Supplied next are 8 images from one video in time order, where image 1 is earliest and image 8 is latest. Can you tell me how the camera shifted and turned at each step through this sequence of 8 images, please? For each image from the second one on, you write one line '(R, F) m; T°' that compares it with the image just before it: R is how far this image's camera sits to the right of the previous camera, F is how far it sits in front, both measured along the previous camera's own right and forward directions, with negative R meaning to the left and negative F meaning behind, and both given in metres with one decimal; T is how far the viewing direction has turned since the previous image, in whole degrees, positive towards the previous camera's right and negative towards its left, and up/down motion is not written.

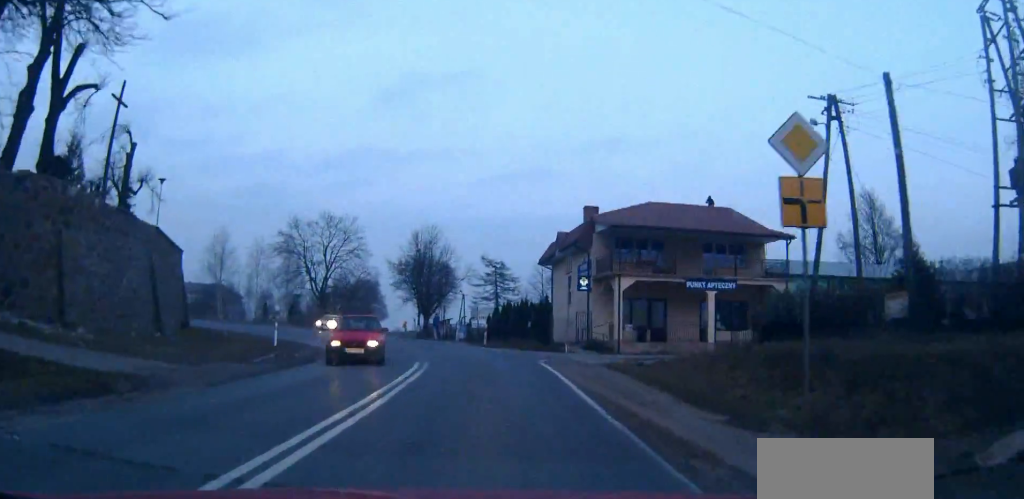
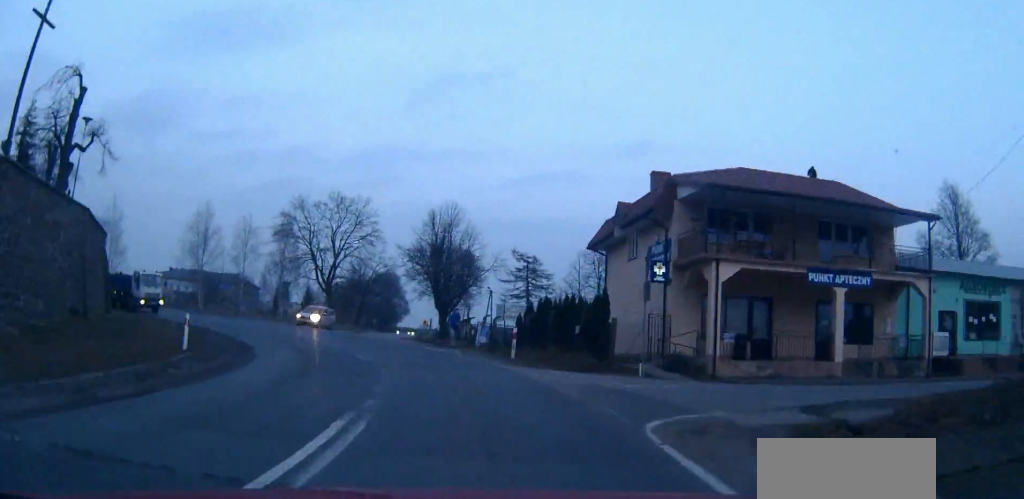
(-0.2, +12.9) m; -2°
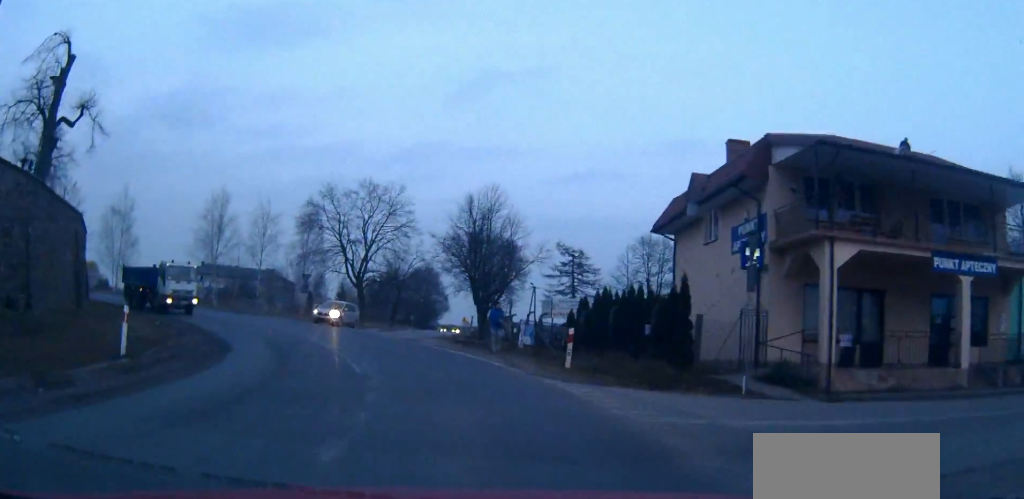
(-0.2, +6.2) m; -3°
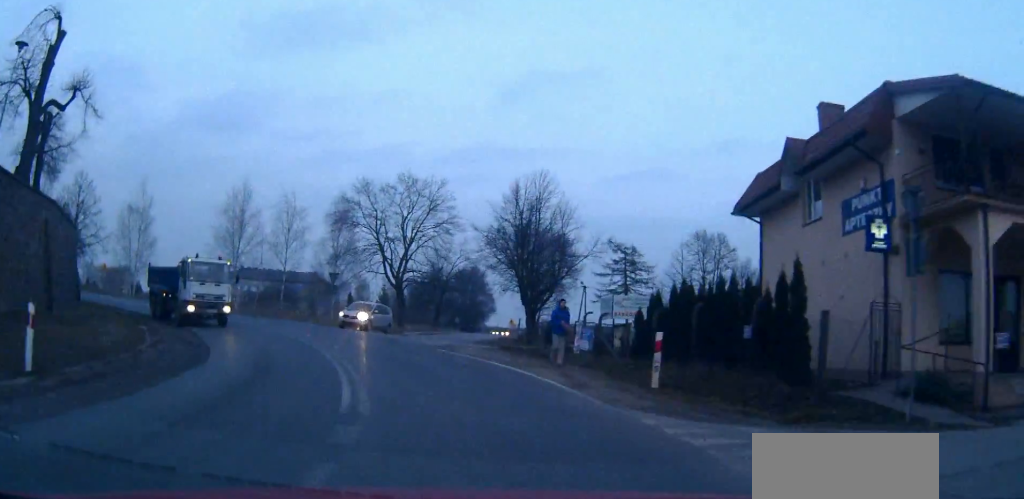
(+0.1, +5.4) m; -2°
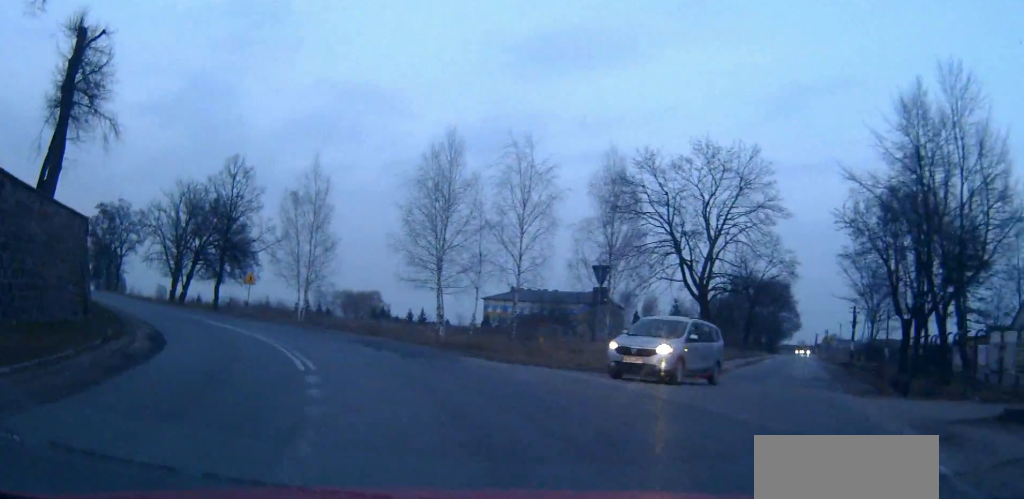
(-3.5, +21.9) m; -20°
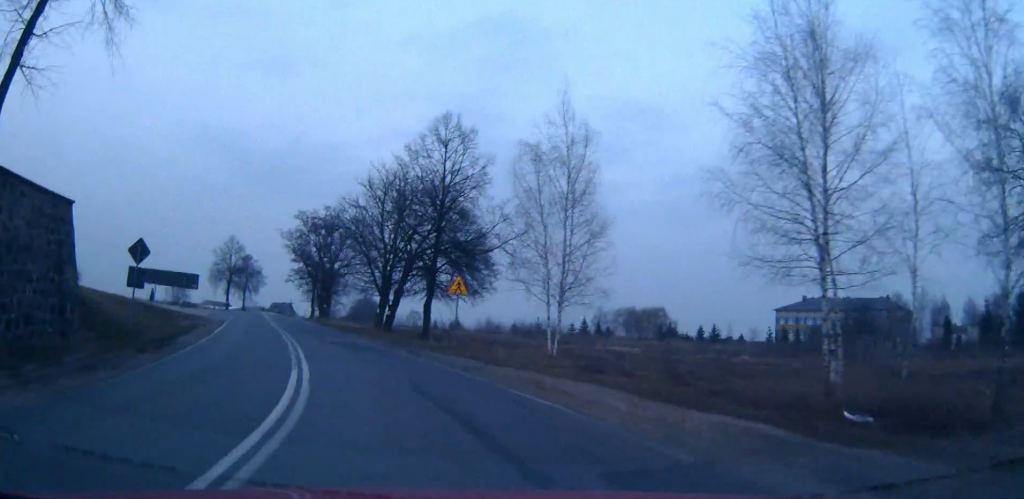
(-3.7, +19.0) m; -21°
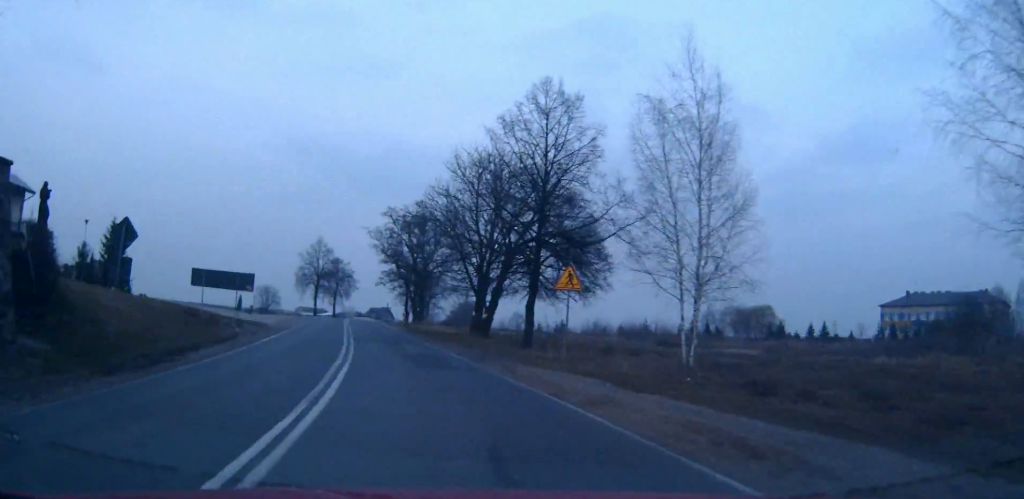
(-0.4, +6.4) m; -7°
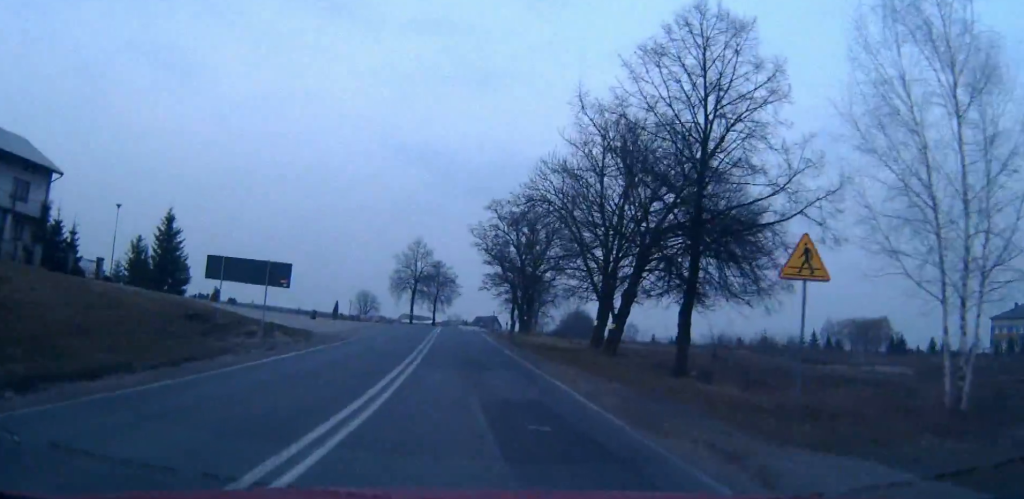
(-1.0, +10.2) m; -10°
